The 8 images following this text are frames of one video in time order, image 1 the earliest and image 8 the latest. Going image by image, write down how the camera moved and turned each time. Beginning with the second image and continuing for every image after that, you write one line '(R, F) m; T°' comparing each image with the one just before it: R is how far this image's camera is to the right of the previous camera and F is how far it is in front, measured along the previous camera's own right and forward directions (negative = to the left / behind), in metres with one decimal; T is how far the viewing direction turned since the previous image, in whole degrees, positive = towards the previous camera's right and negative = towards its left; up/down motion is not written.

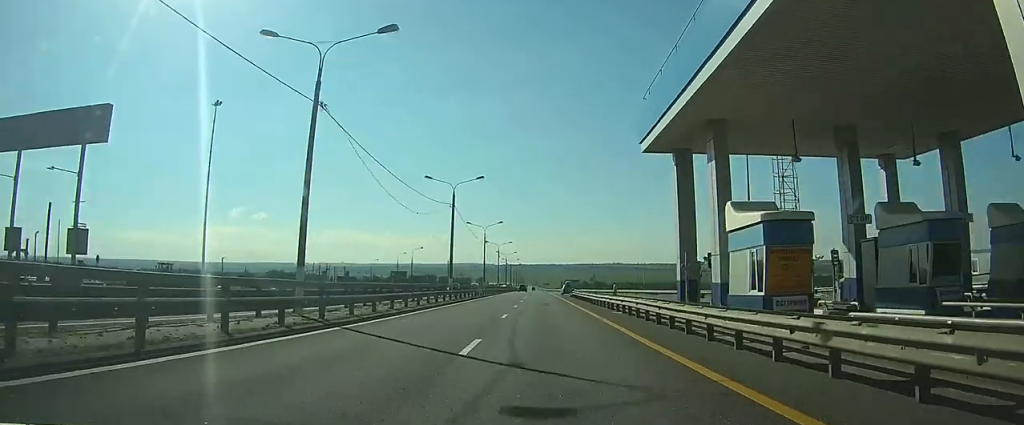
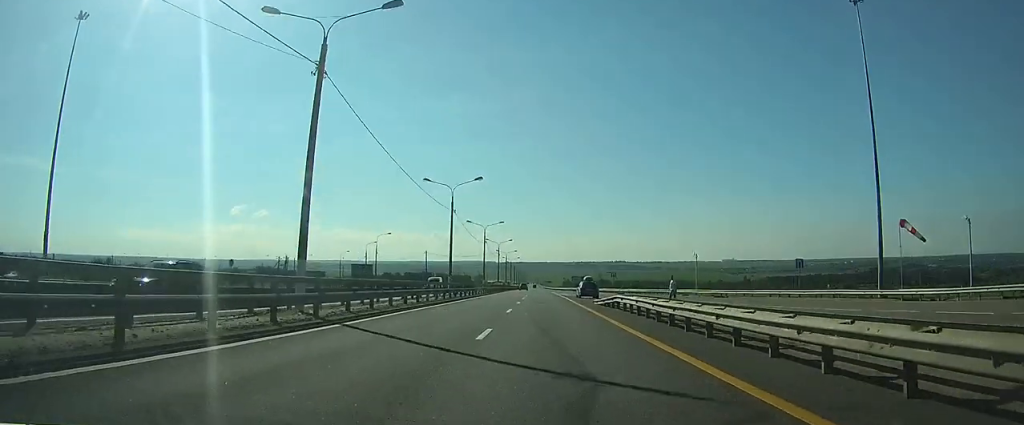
(-0.1, +33.3) m; 0°
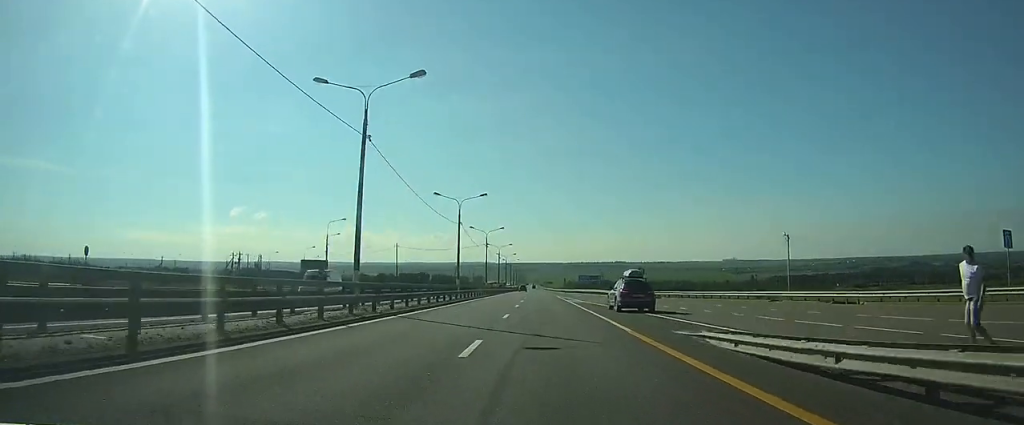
(0.0, +26.4) m; 0°
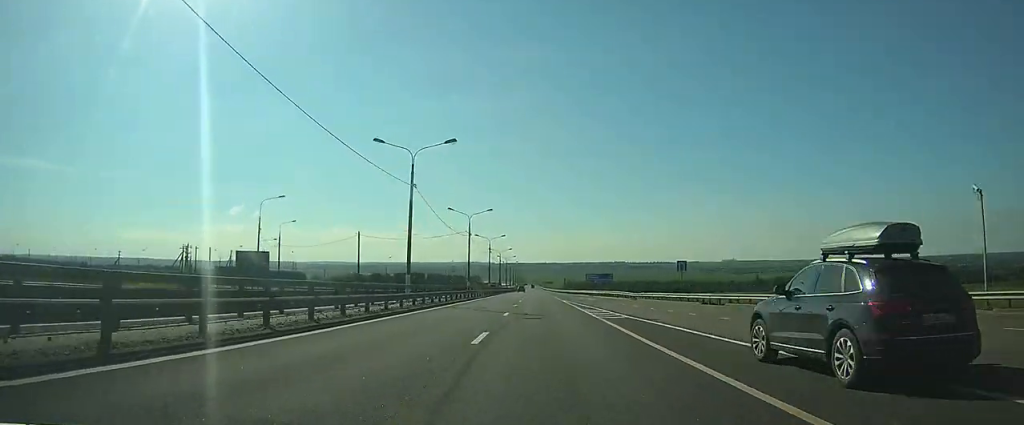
(0.0, +21.5) m; 0°
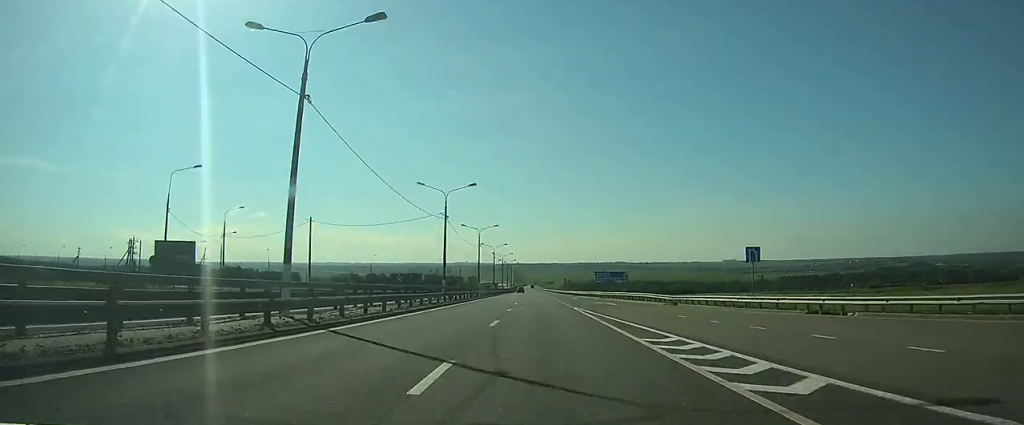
(0.0, +17.6) m; 0°
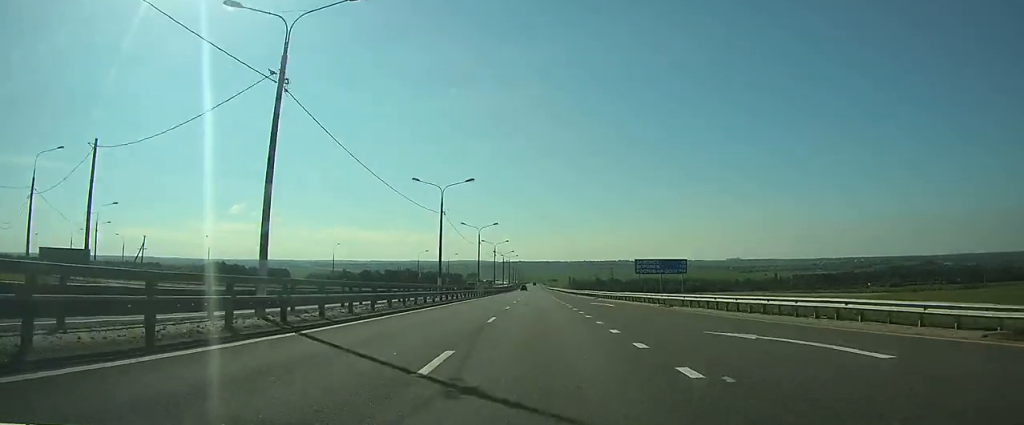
(0.0, +34.2) m; 0°
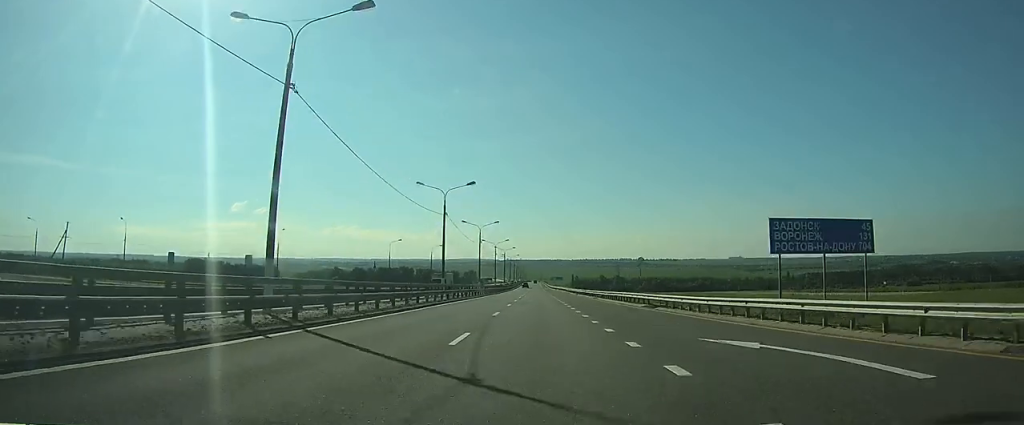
(-0.1, +31.3) m; 0°
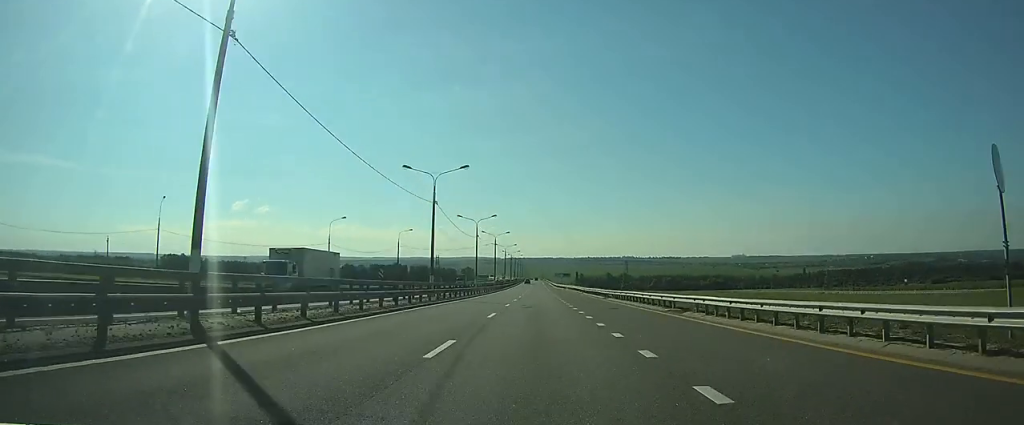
(-0.1, +37.4) m; 0°
